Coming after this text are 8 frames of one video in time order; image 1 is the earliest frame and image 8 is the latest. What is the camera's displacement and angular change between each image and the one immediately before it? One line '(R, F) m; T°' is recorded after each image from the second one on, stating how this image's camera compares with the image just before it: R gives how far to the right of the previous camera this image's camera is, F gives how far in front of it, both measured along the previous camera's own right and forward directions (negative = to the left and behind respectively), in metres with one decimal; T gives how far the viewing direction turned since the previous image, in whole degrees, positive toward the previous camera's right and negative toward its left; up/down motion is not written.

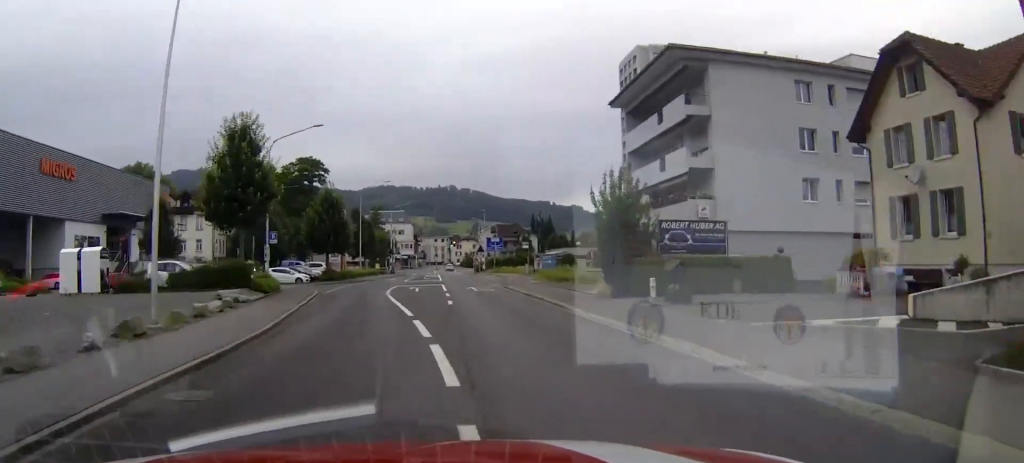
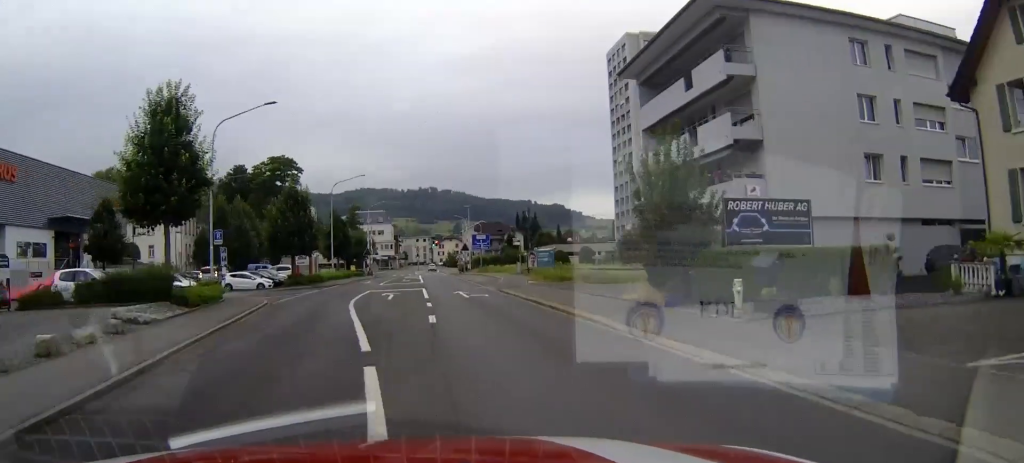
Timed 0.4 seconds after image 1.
(-0.1, +8.0) m; 0°
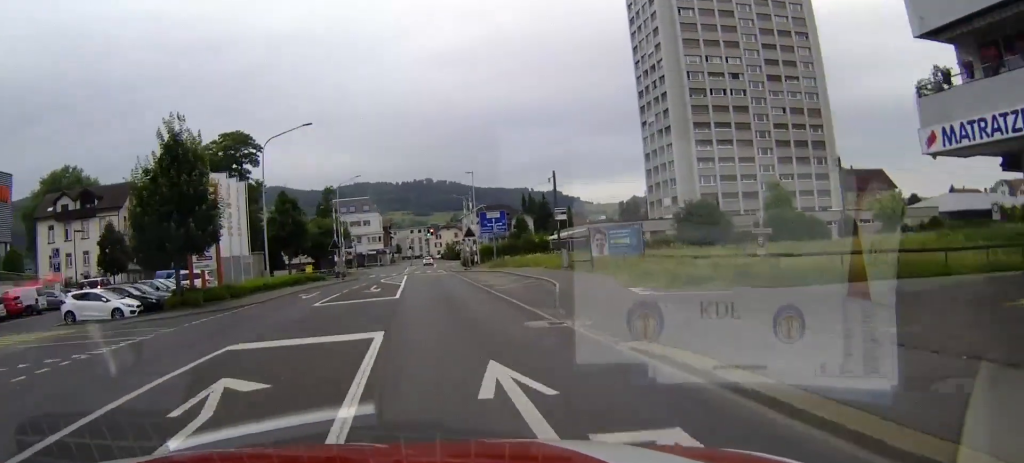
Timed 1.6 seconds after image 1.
(+0.4, +26.3) m; +1°
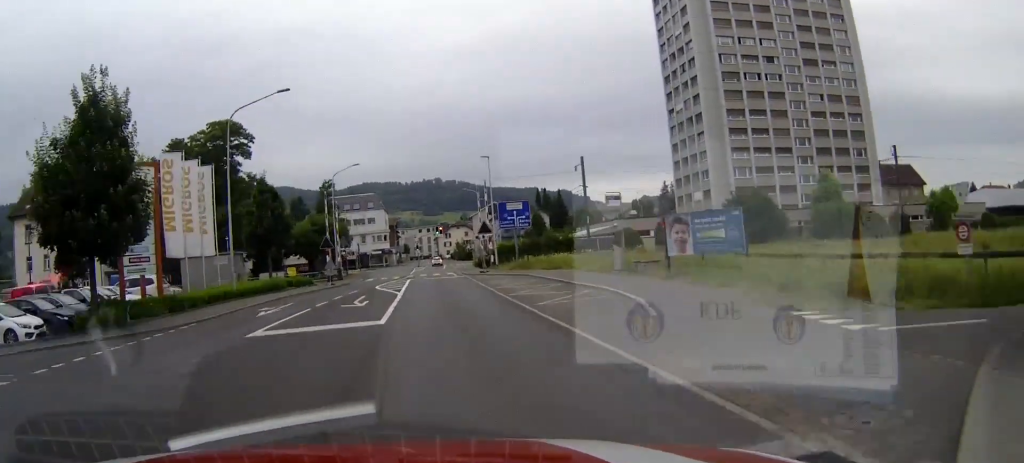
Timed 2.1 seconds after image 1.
(0.0, +10.6) m; 0°
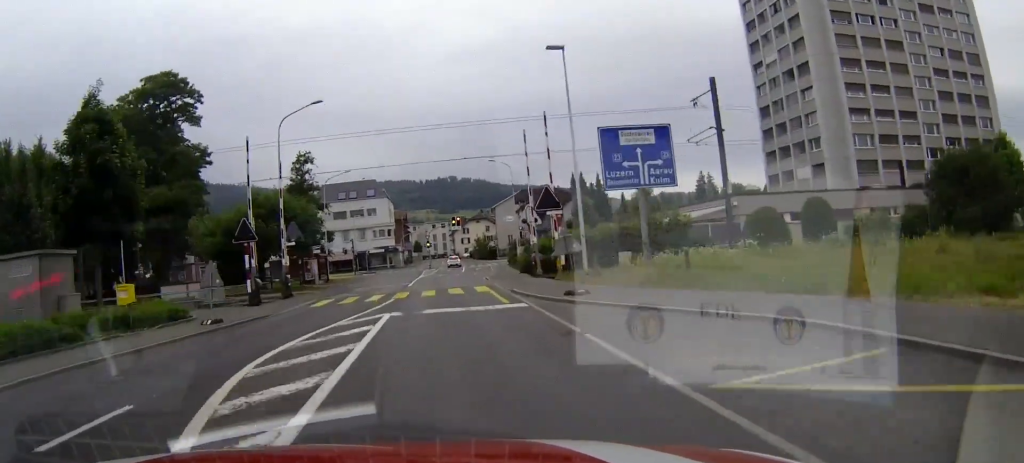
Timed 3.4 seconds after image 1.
(0.0, +30.2) m; 0°
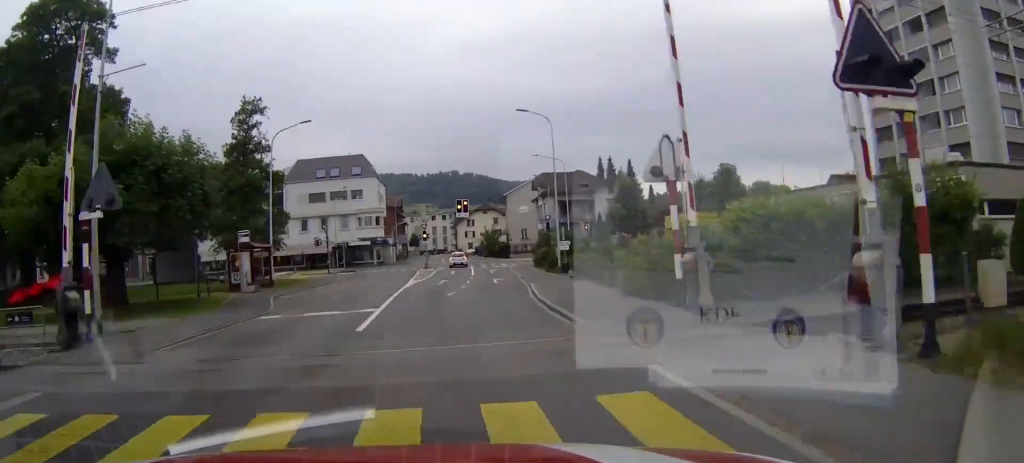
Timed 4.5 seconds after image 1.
(+0.1, +26.7) m; 0°
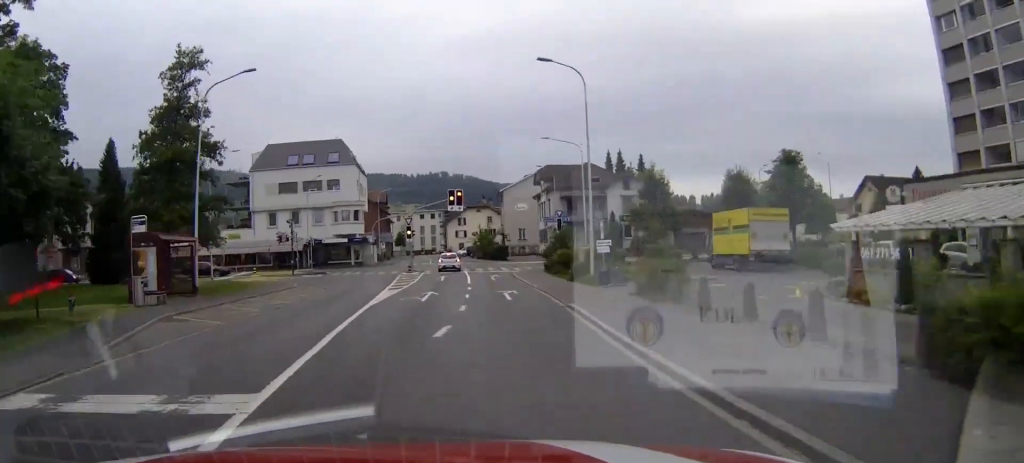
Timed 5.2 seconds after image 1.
(0.0, +17.0) m; 0°
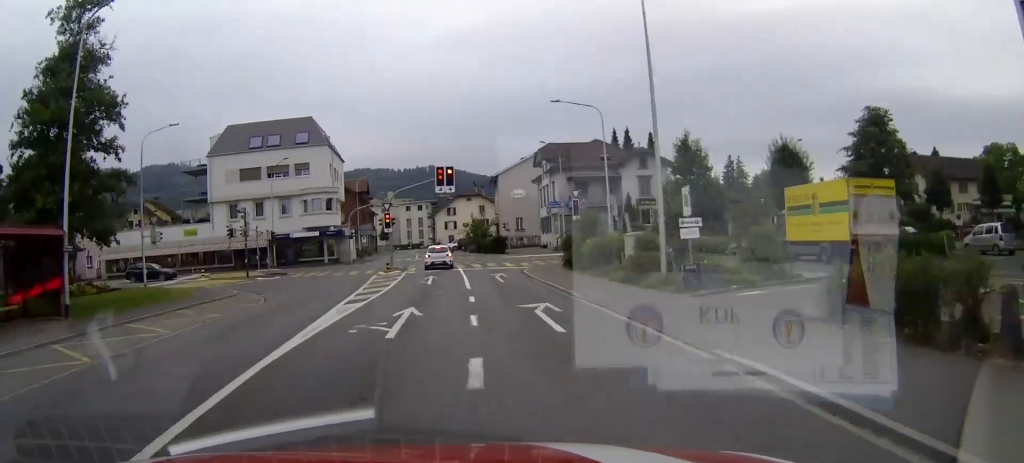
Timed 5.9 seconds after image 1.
(+0.1, +13.3) m; +1°
